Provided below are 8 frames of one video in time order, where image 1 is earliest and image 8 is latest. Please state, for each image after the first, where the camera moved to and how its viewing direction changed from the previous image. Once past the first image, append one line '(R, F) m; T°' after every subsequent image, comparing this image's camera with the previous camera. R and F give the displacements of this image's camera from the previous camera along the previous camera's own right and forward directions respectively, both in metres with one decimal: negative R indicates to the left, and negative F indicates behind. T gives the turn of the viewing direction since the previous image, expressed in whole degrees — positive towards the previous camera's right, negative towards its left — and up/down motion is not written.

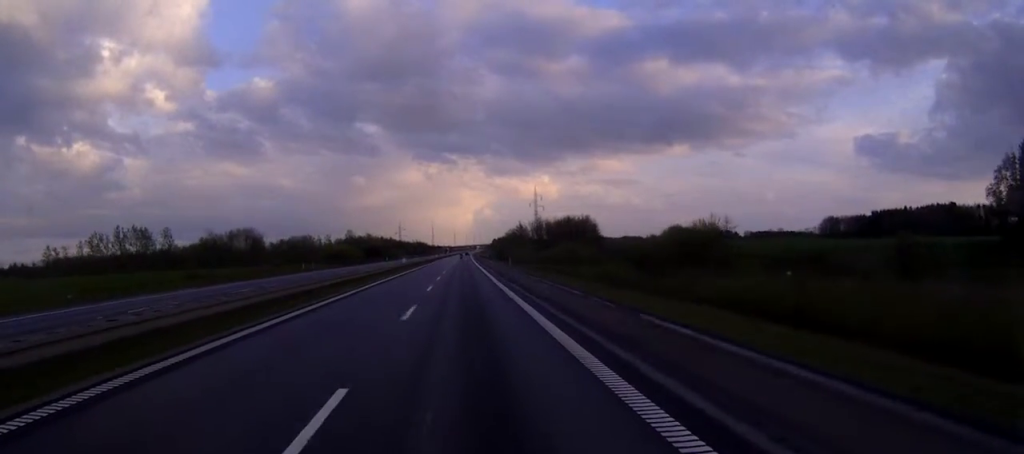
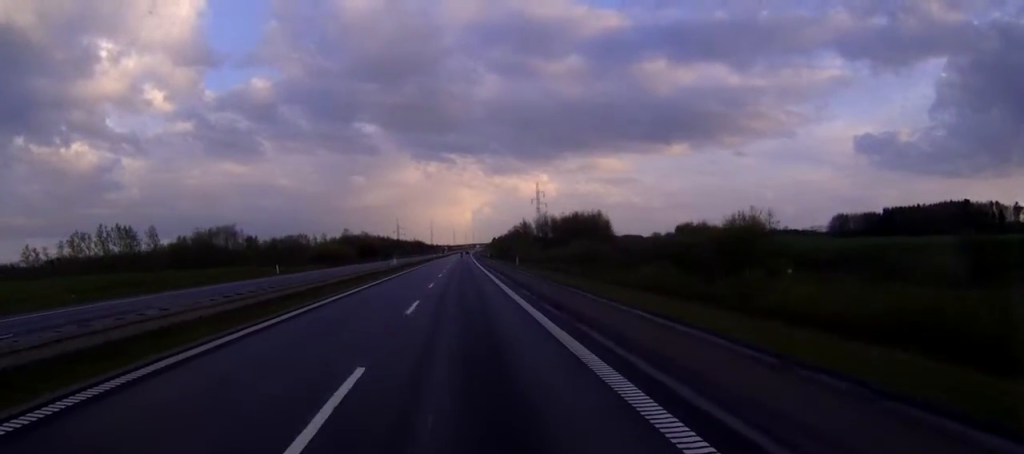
(0.0, +13.2) m; 0°
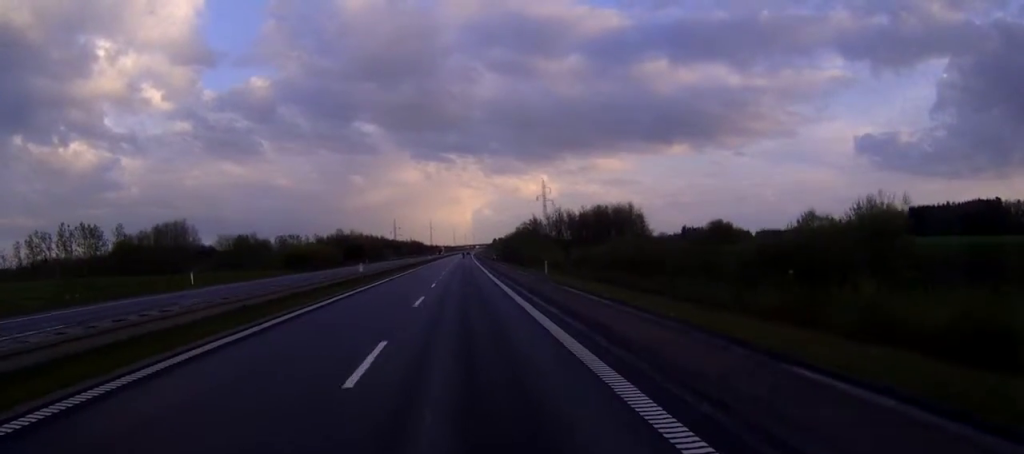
(0.0, +26.5) m; 0°
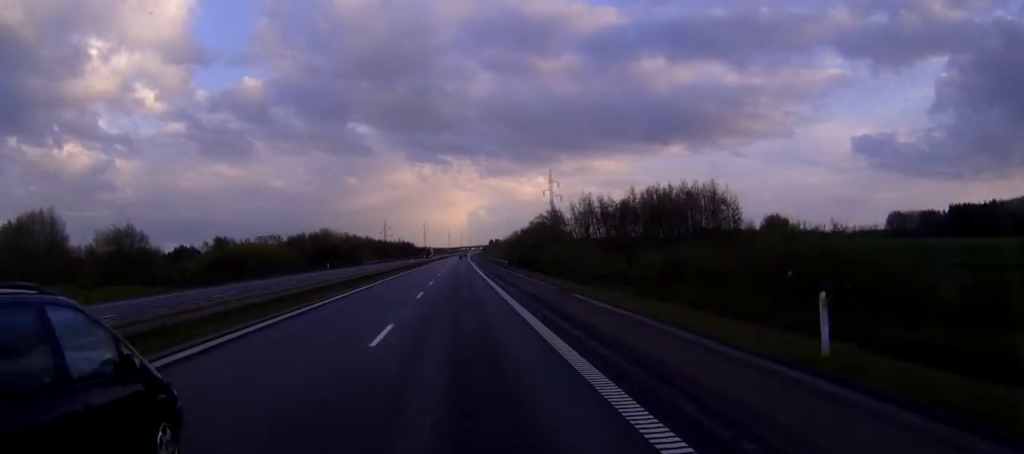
(+0.2, +40.3) m; 0°
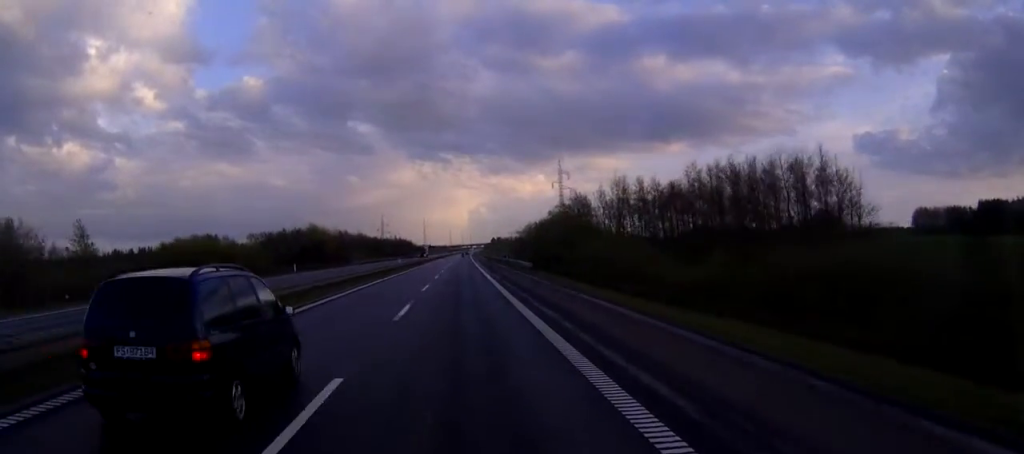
(-0.1, +23.5) m; 0°
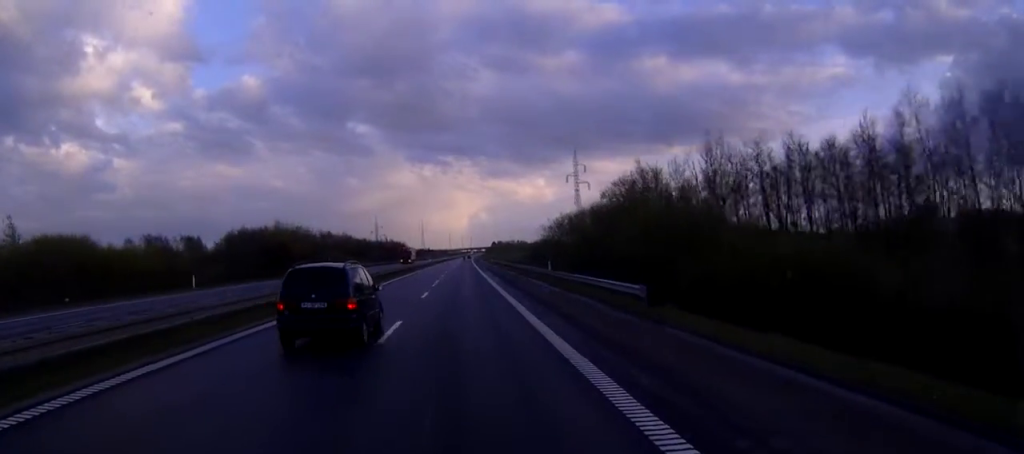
(0.0, +35.0) m; 0°
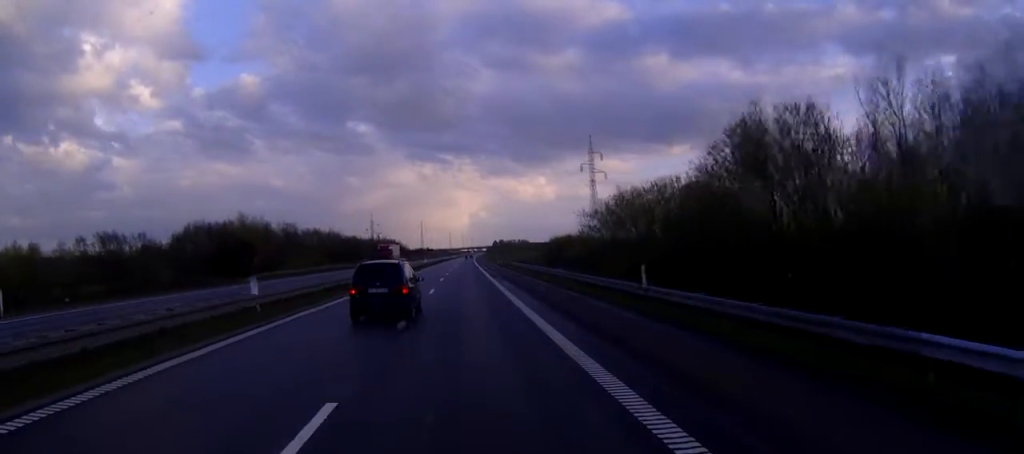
(0.0, +26.2) m; 0°
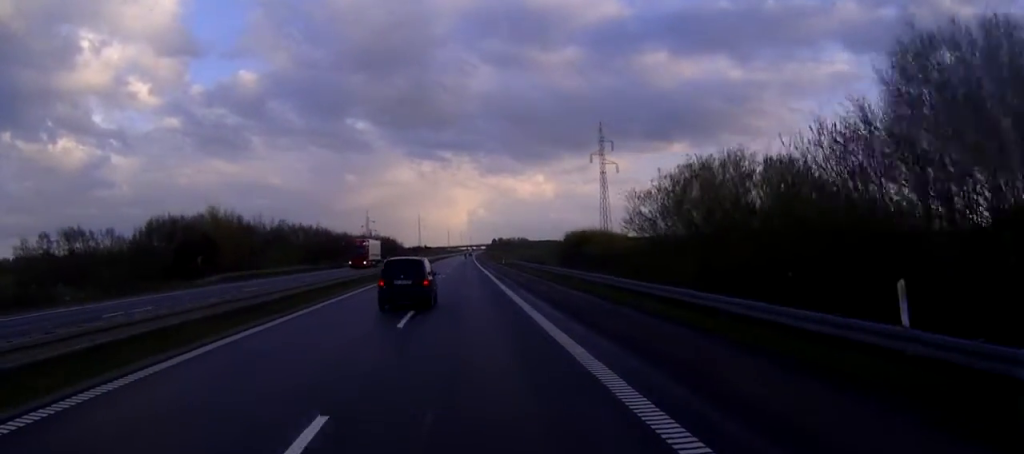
(0.0, +15.7) m; 0°
